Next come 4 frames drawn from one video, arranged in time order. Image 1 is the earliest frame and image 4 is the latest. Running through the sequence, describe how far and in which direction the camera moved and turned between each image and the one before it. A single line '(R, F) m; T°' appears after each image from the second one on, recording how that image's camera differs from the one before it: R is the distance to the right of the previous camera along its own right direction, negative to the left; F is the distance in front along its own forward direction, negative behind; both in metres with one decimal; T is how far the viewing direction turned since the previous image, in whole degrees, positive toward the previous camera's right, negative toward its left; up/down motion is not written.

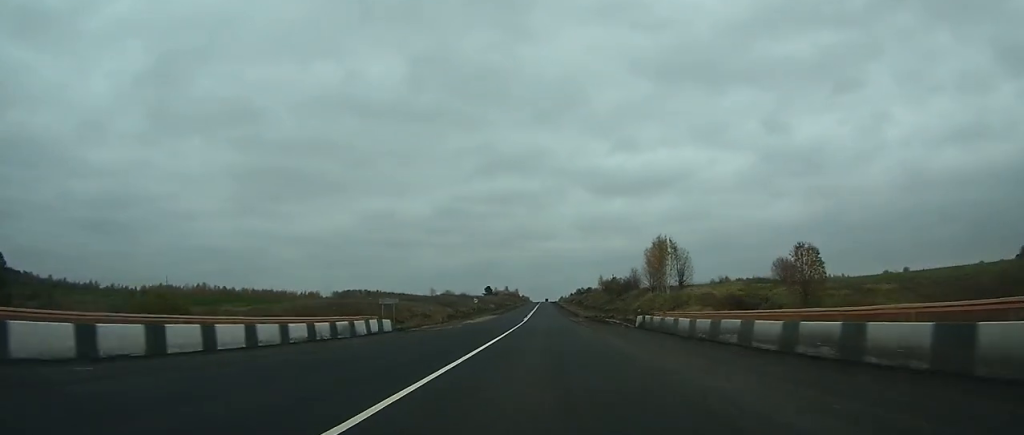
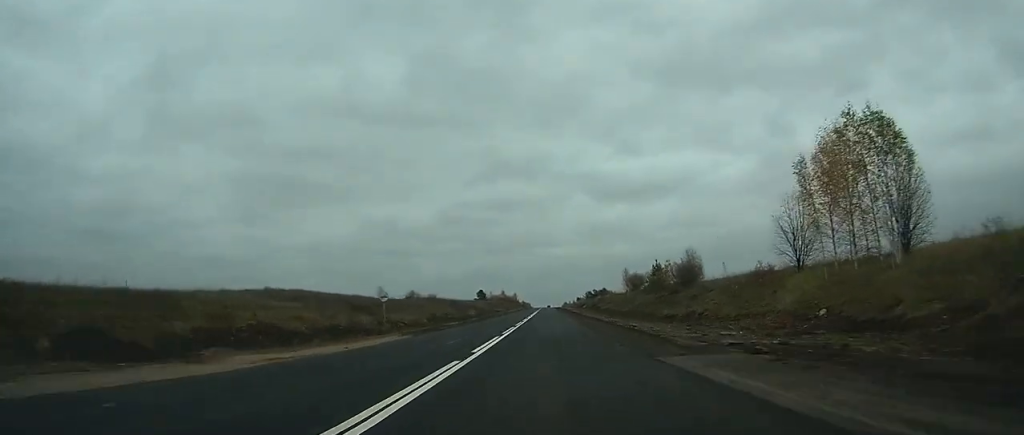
(-0.1, +57.7) m; 0°
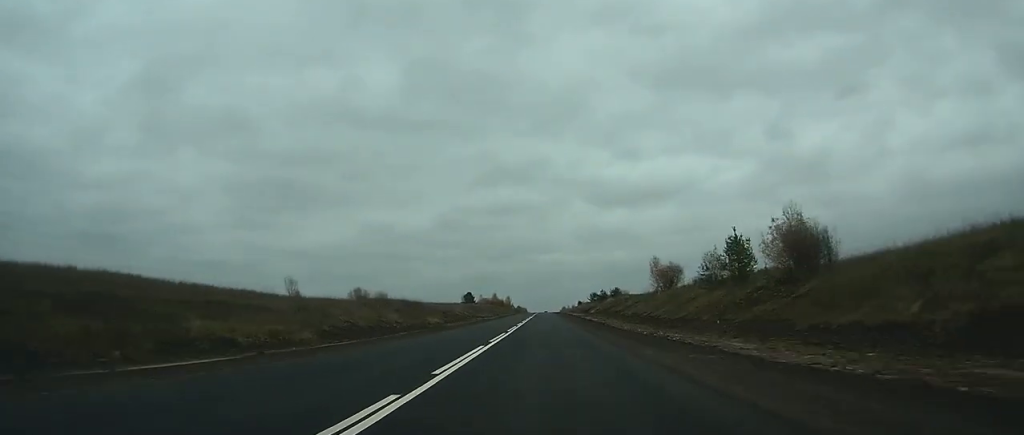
(+0.1, +39.8) m; 0°
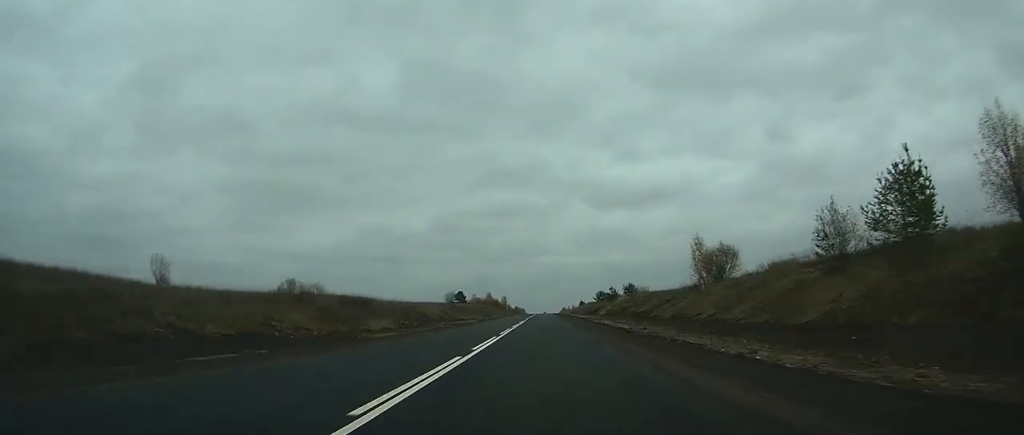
(+0.2, +27.3) m; 0°
